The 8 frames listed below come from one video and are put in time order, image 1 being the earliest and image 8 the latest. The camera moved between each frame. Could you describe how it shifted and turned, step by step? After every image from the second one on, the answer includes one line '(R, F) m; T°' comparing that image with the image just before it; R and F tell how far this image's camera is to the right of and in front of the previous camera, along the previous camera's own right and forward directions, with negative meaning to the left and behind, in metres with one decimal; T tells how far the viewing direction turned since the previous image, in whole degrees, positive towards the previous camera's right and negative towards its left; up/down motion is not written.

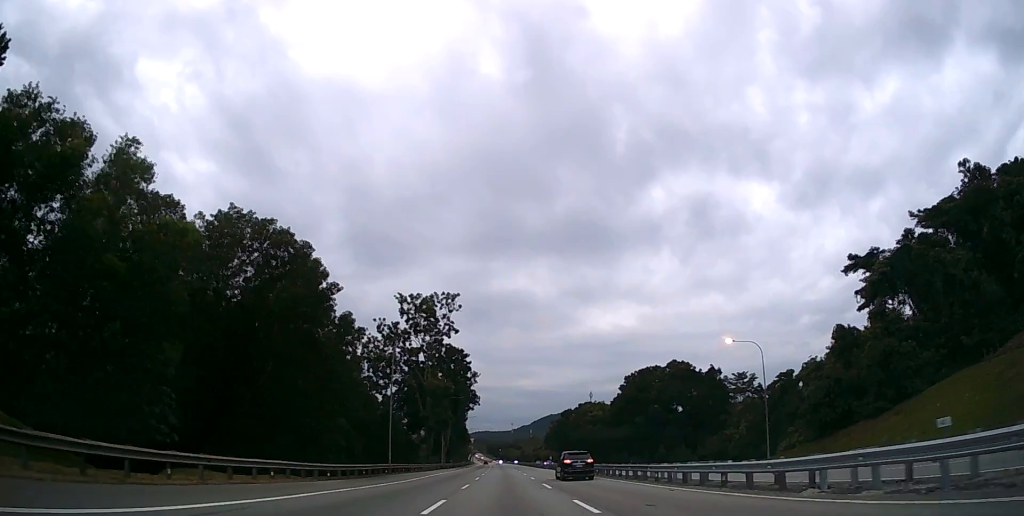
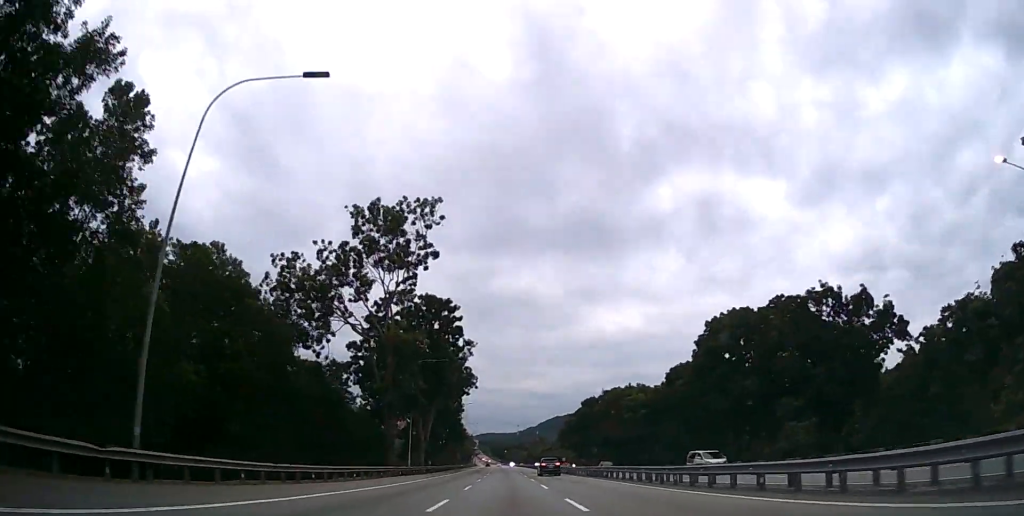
(0.0, +34.8) m; 0°
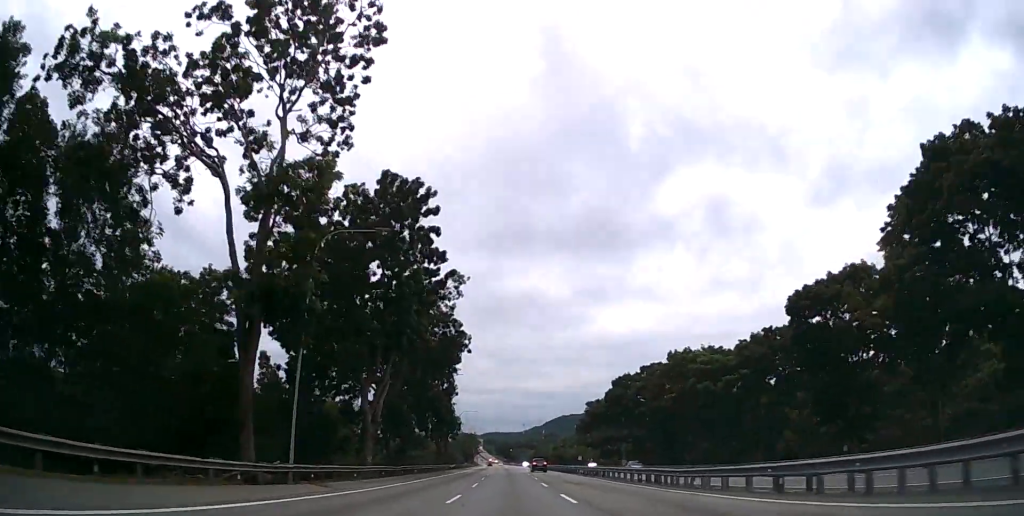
(-0.2, +32.8) m; -1°
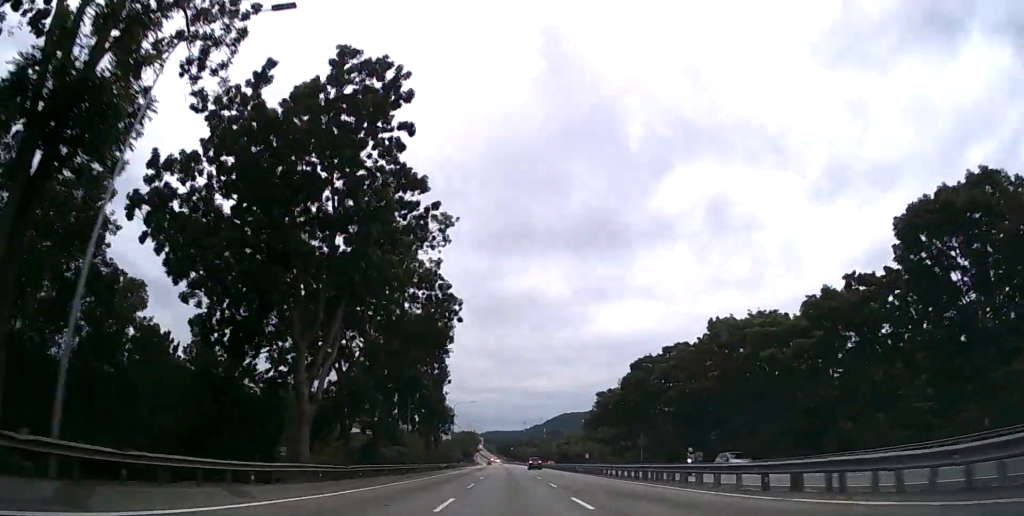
(-0.1, +14.9) m; 0°
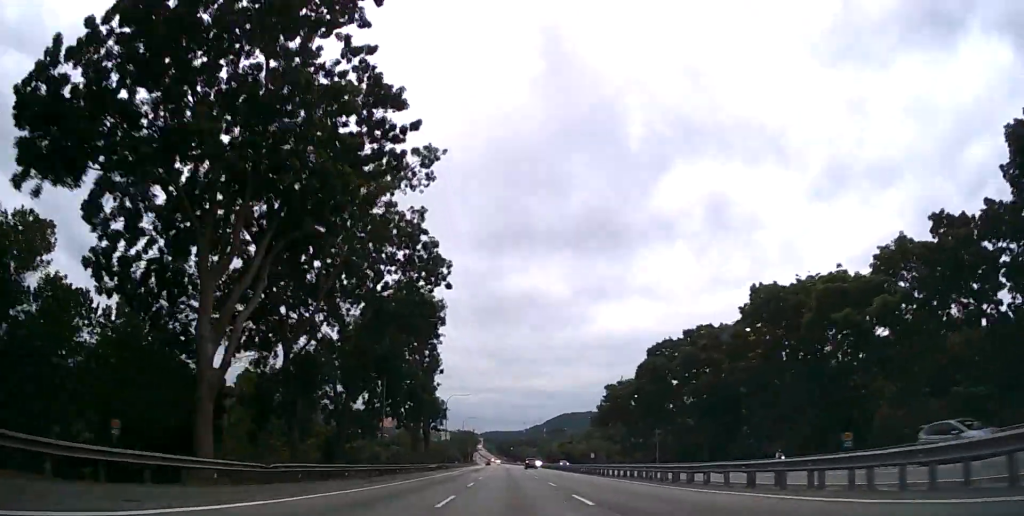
(0.0, +10.9) m; 0°
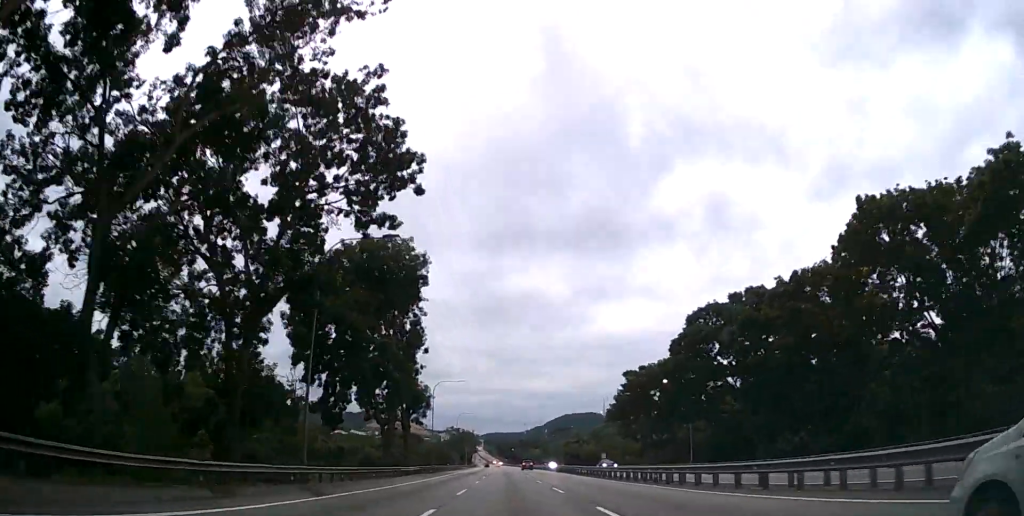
(0.0, +16.9) m; 0°
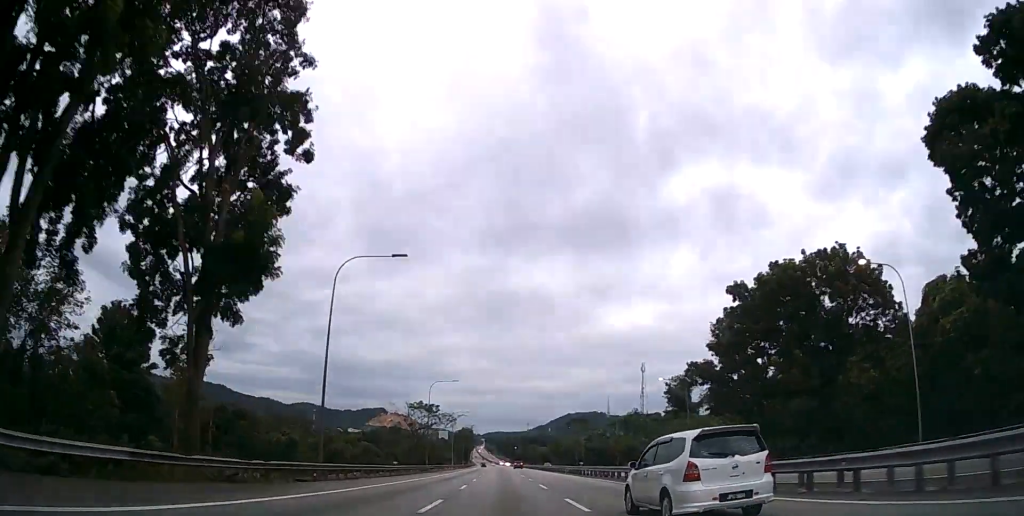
(-0.2, +44.6) m; -1°
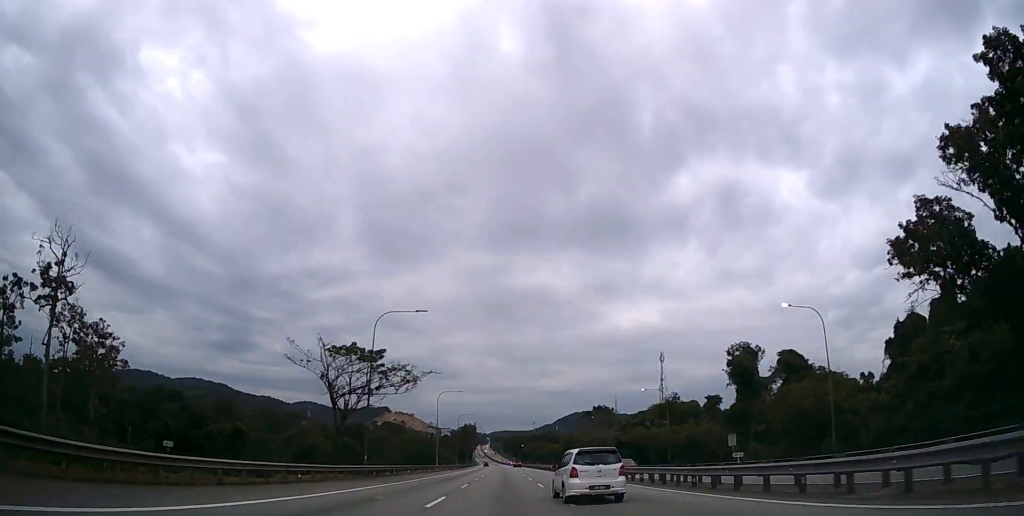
(-0.1, +33.6) m; 0°
